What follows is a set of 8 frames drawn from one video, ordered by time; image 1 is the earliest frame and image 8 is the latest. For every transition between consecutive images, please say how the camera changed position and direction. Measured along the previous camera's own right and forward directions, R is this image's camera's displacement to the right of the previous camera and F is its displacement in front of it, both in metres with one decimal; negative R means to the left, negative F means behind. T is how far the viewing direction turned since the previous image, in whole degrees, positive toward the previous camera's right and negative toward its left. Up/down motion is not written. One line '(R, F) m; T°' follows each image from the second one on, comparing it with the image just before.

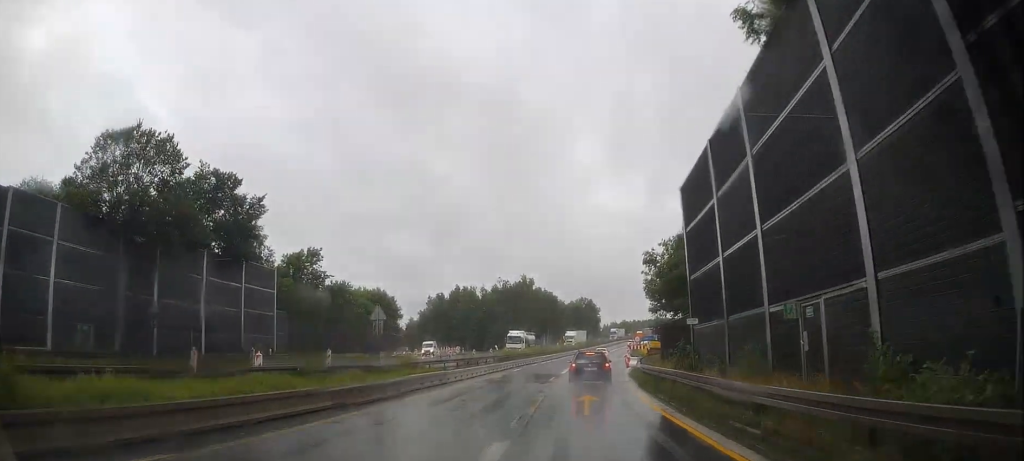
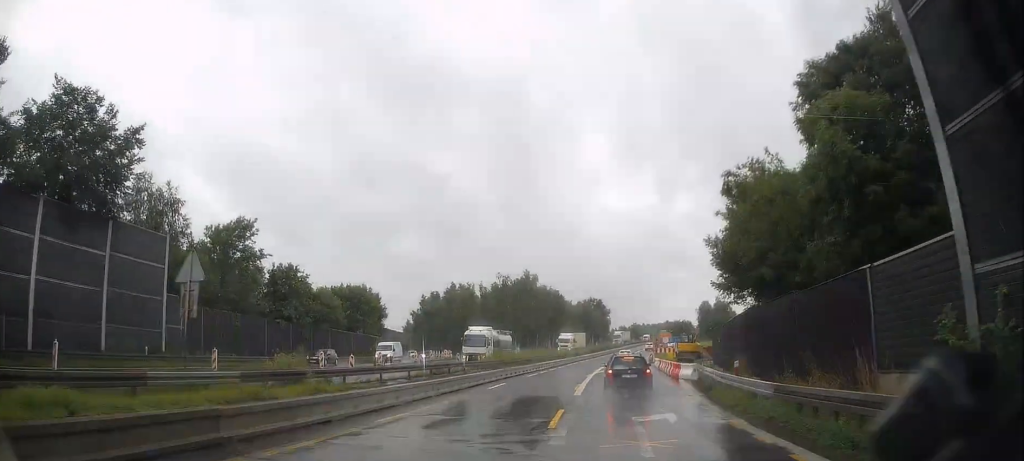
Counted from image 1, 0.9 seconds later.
(+0.1, +18.3) m; 0°
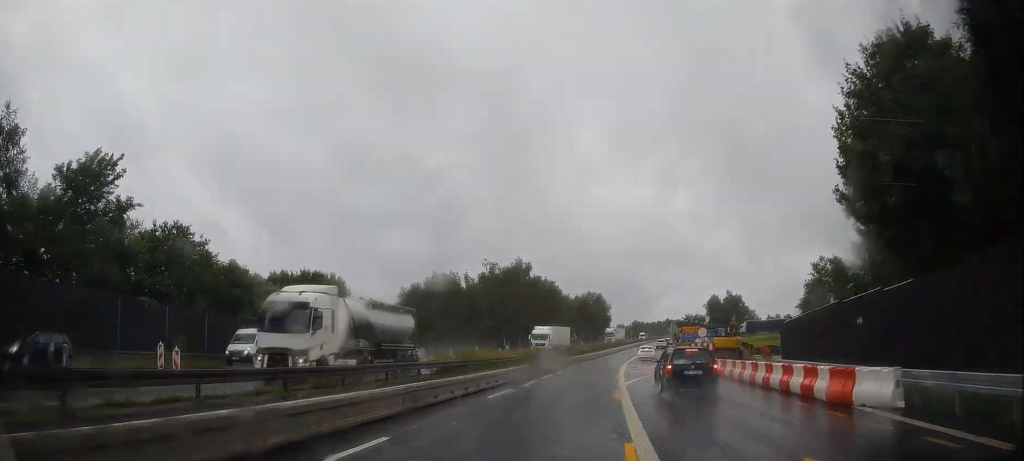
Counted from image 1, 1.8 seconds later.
(0.0, +19.5) m; +1°
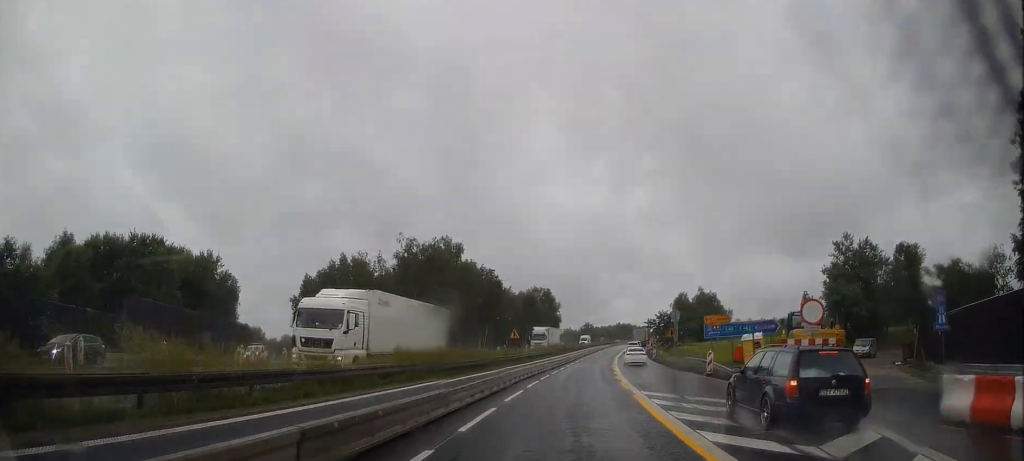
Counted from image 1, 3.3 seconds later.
(+1.0, +30.2) m; +4°
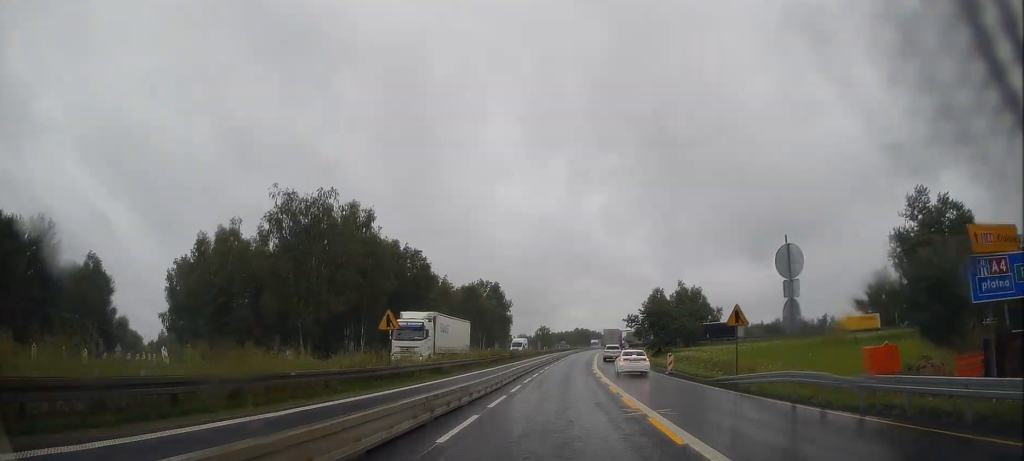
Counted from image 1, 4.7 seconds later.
(+1.3, +30.2) m; +5°
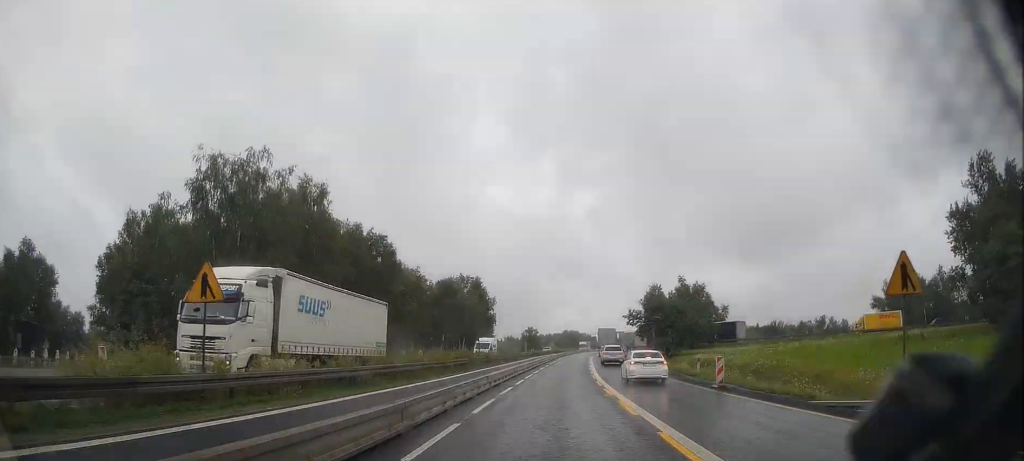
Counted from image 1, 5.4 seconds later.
(+0.2, +13.2) m; +1°
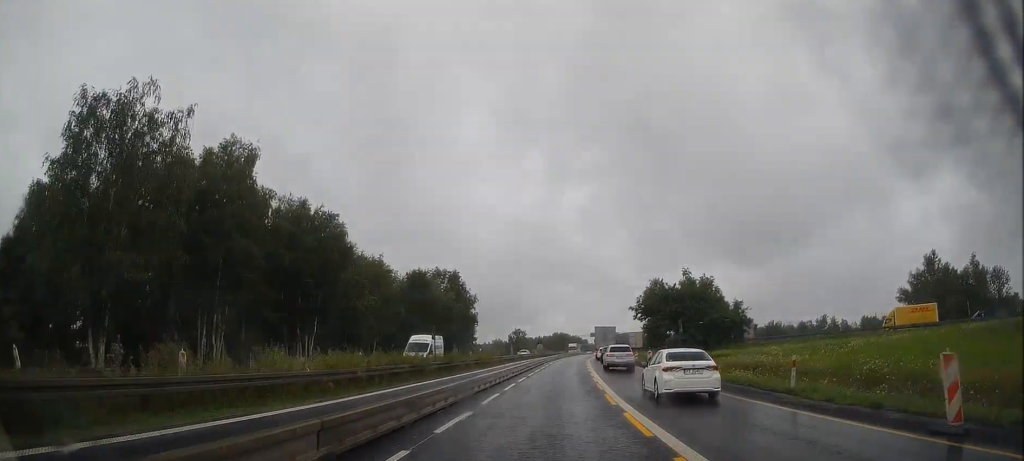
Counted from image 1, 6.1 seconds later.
(+0.1, +14.6) m; +1°
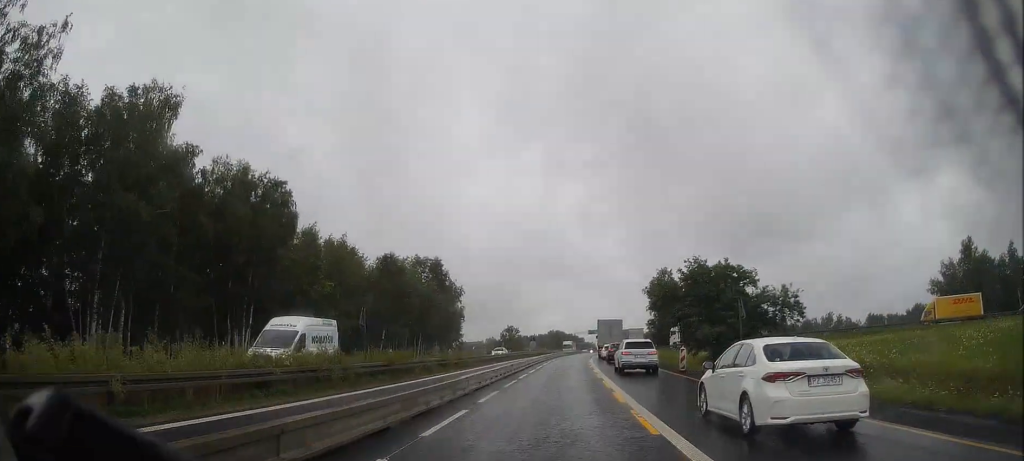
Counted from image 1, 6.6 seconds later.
(0.0, +11.9) m; +1°
